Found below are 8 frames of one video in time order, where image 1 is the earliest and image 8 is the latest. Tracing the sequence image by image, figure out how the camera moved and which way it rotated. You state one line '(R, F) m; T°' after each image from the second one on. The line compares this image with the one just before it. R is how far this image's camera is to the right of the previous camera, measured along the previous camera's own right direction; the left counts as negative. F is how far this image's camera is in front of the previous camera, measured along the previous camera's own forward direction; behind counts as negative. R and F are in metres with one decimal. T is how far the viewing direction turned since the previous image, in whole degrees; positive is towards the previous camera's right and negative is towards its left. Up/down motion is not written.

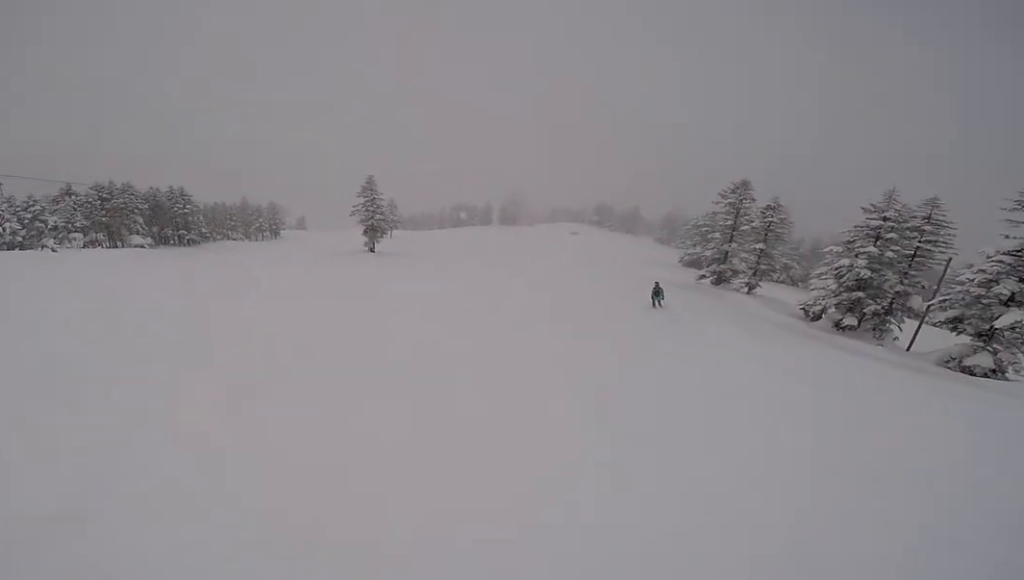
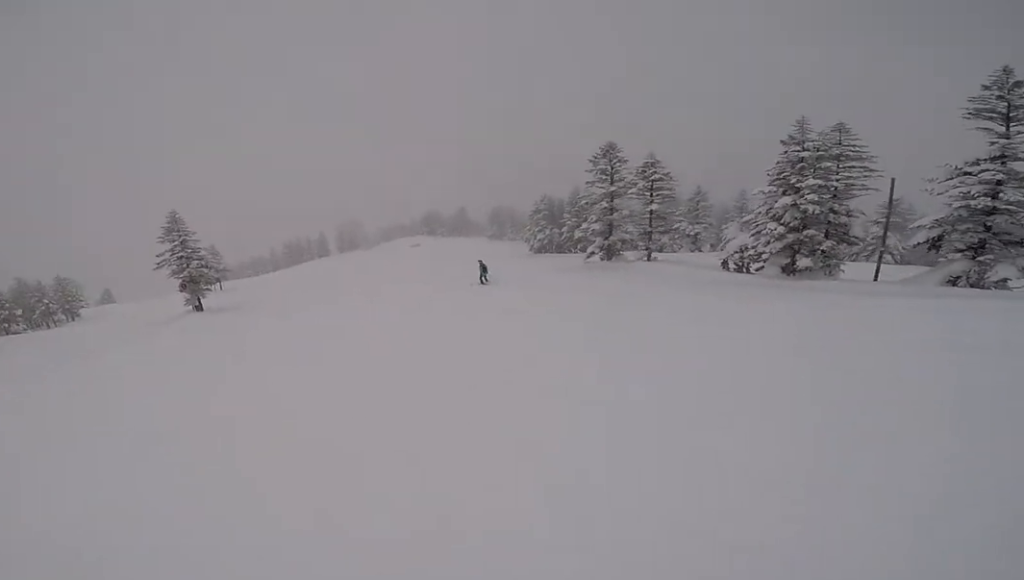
(+0.1, +8.9) m; +8°
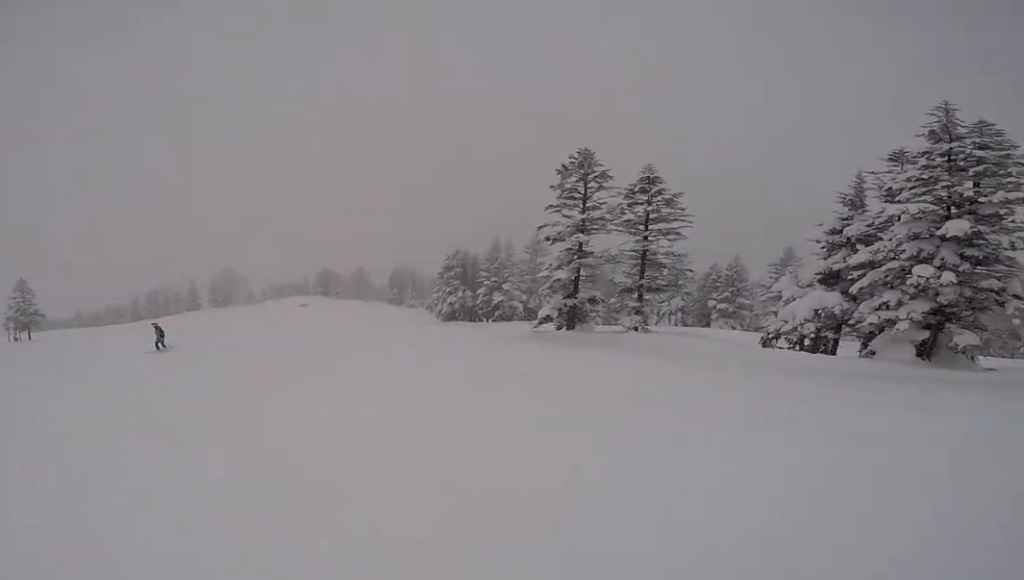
(+1.6, +12.0) m; +2°
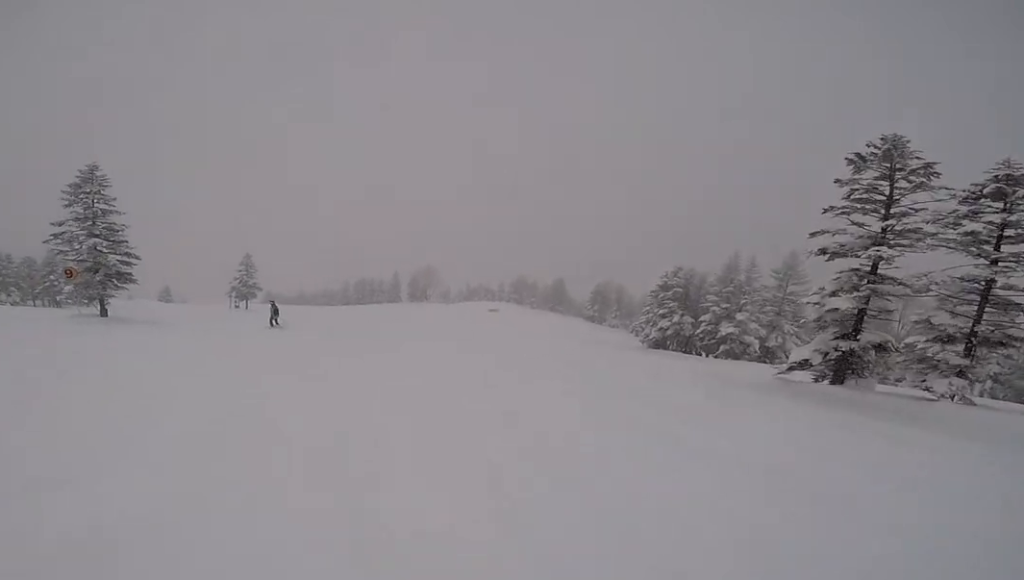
(-0.1, +3.6) m; -7°
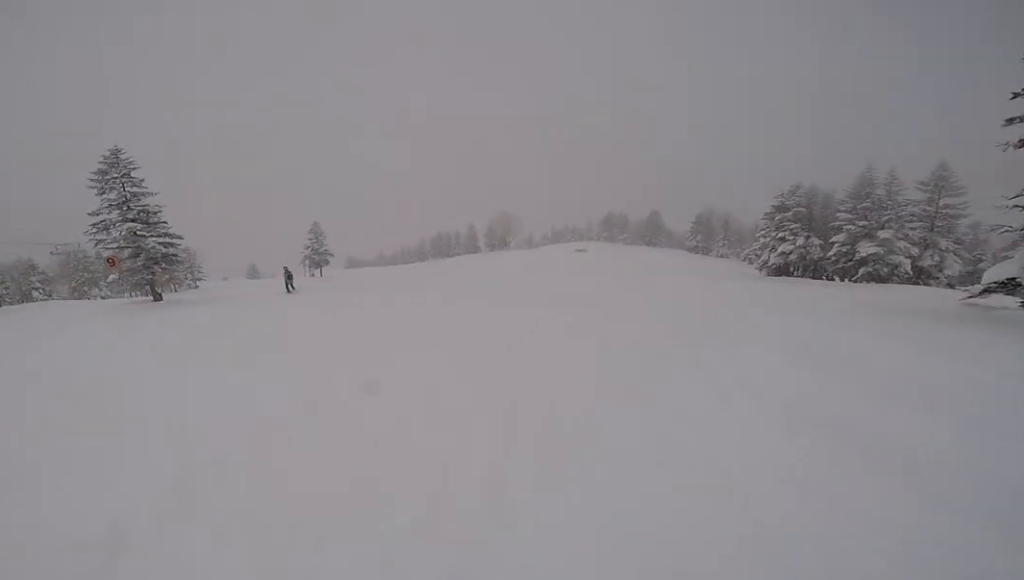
(-0.2, +3.0) m; -8°
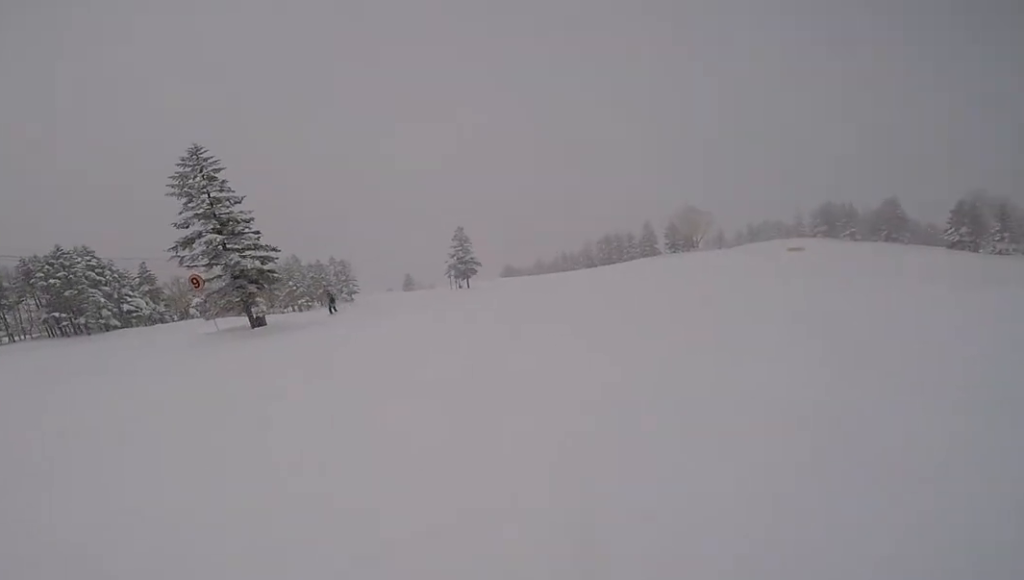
(-1.2, +6.9) m; -24°
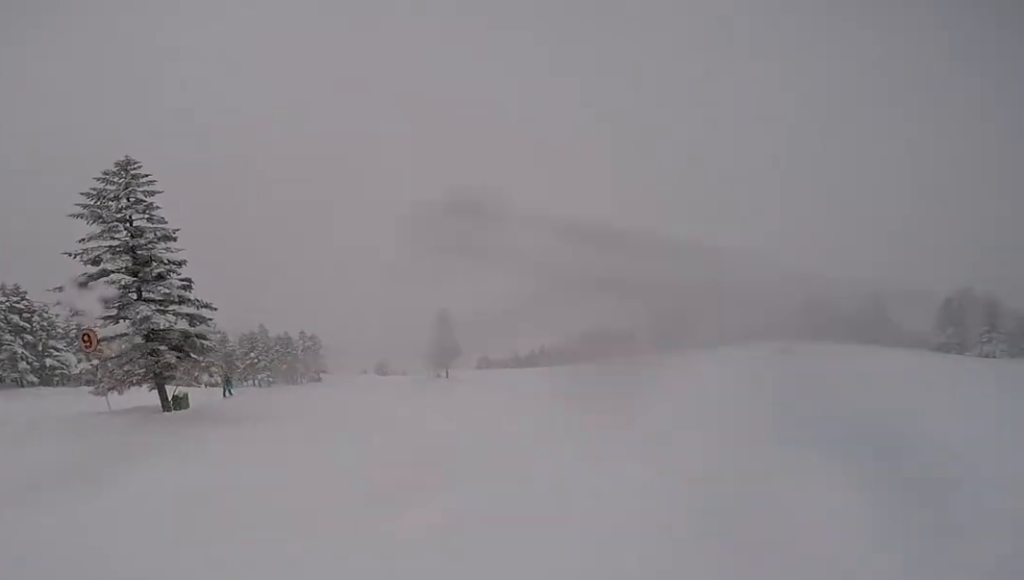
(-1.1, +5.3) m; -16°
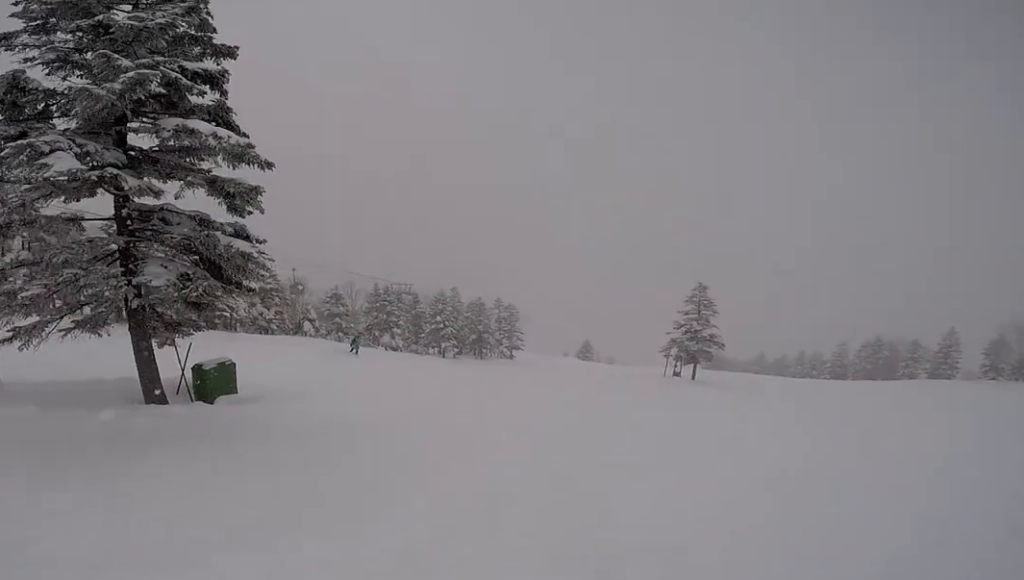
(-1.2, +10.4) m; -4°
